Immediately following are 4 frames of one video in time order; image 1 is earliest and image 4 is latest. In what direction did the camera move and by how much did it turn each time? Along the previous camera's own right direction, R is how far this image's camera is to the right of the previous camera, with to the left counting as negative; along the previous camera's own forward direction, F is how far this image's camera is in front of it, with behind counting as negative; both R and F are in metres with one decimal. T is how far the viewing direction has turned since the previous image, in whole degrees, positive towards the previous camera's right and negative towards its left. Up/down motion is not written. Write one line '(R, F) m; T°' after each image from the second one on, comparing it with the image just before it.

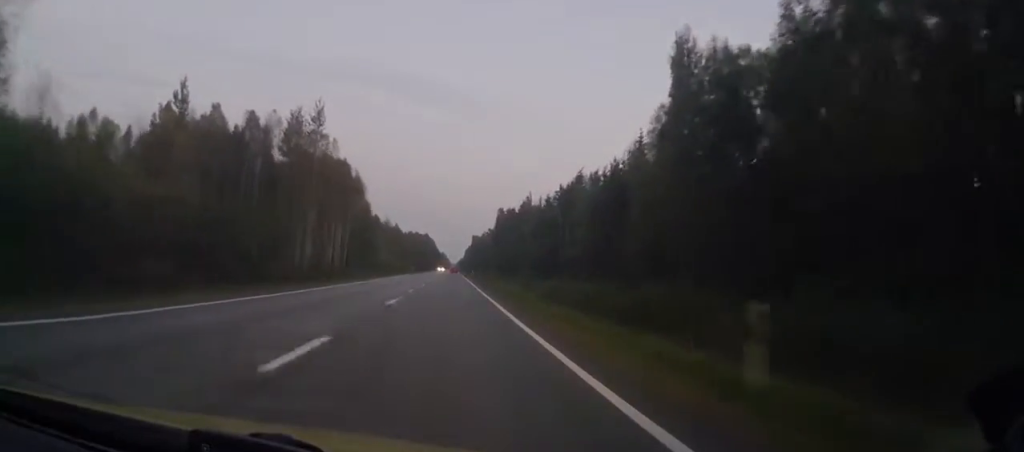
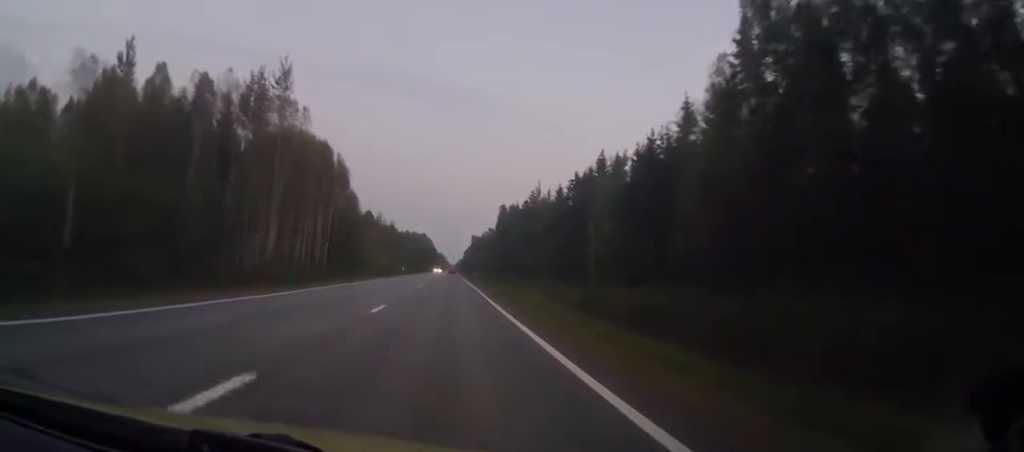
(0.0, +15.5) m; 0°
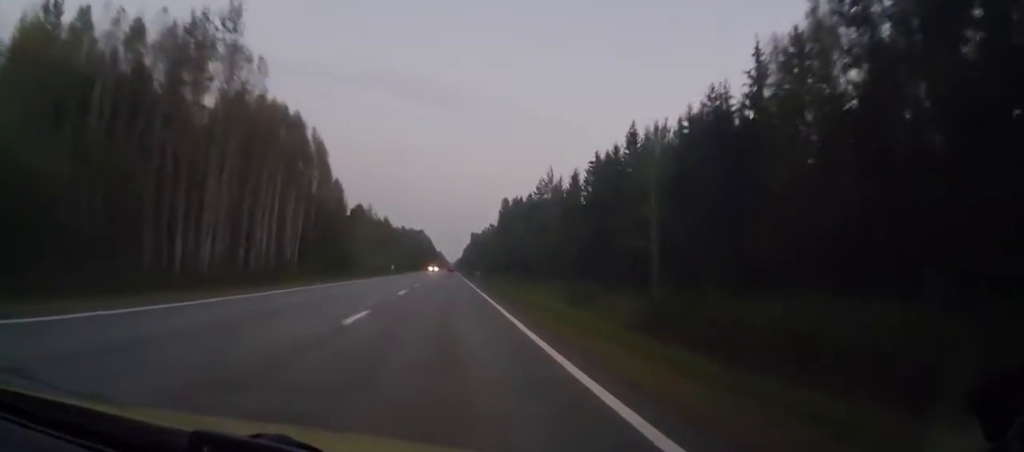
(0.0, +15.5) m; 0°
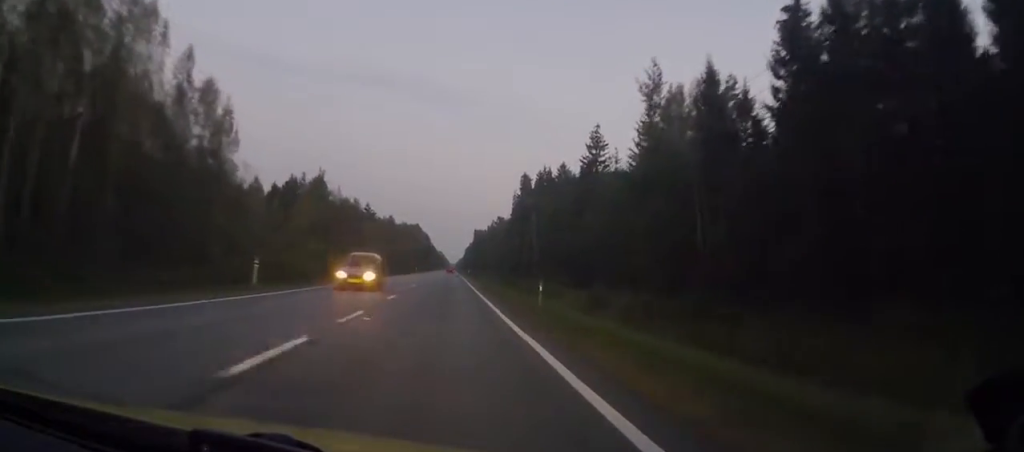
(+0.4, +53.6) m; 0°
